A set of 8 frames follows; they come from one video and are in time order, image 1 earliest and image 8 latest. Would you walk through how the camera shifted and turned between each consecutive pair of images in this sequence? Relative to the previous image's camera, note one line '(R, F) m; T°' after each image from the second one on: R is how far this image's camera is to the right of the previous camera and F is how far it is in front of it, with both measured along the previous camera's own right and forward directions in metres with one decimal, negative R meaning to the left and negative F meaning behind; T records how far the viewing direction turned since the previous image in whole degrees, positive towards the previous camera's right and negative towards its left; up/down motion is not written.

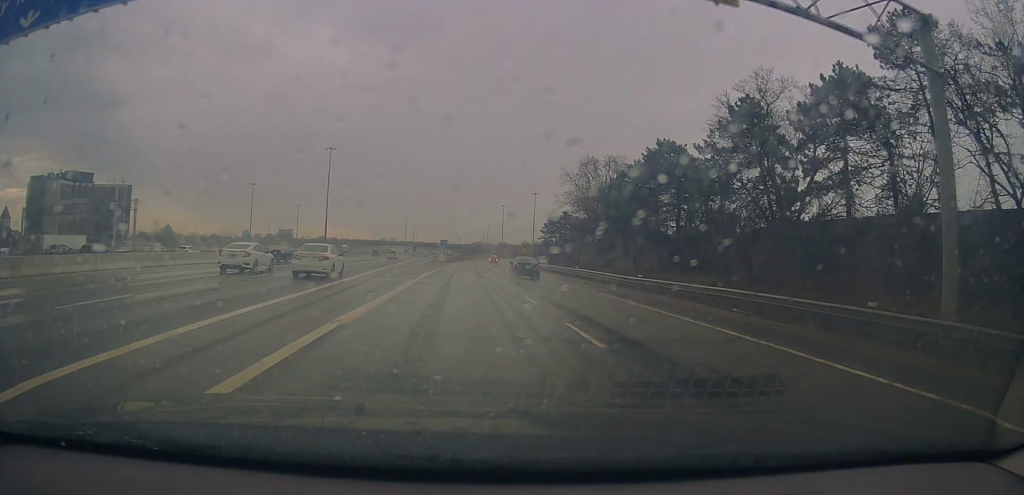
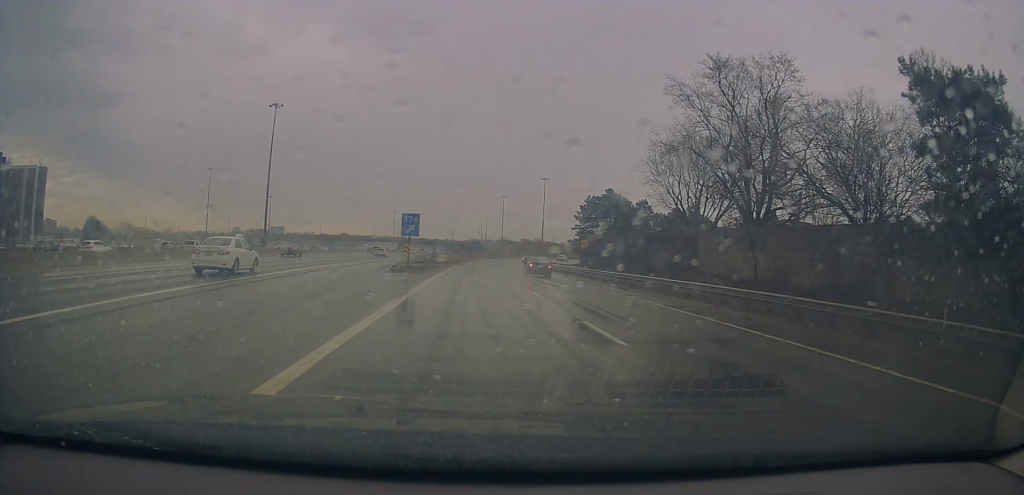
(+1.1, +56.2) m; +2°
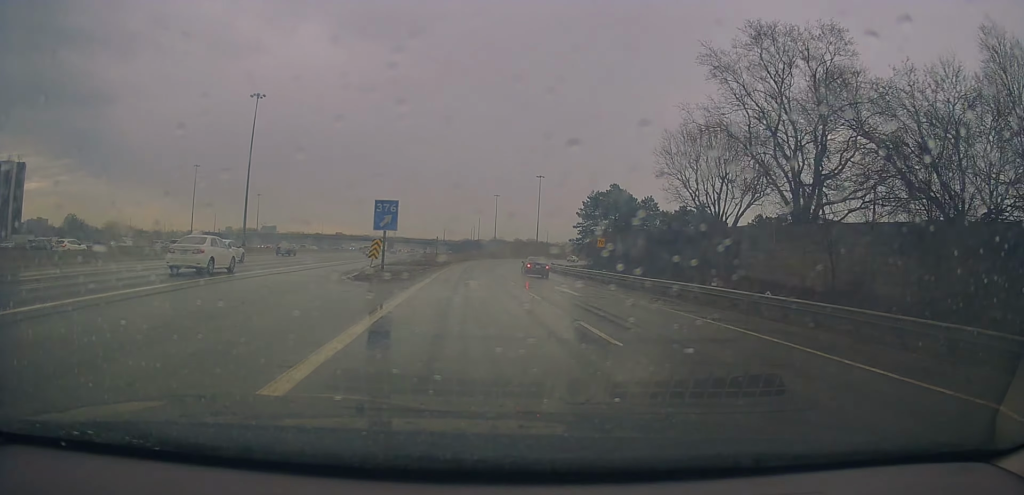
(-0.2, +9.3) m; 0°
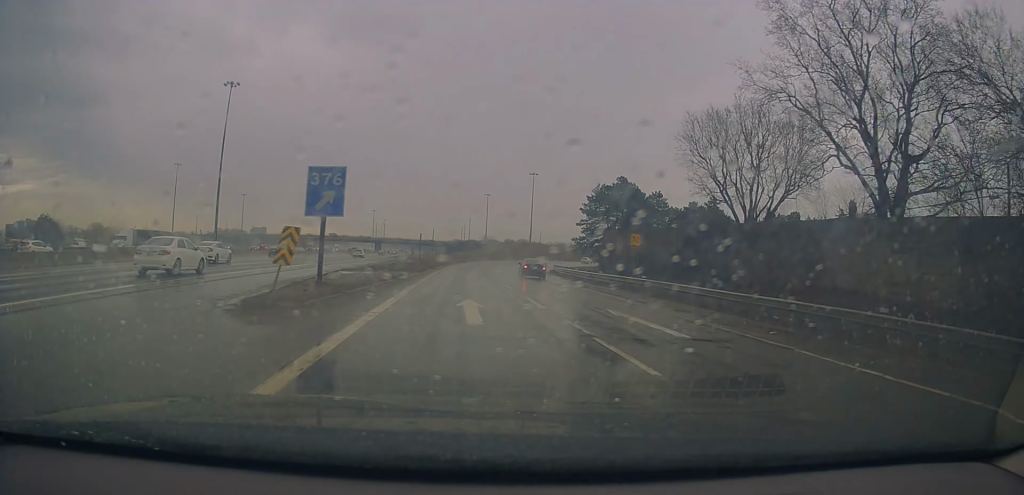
(+0.1, +11.2) m; +1°
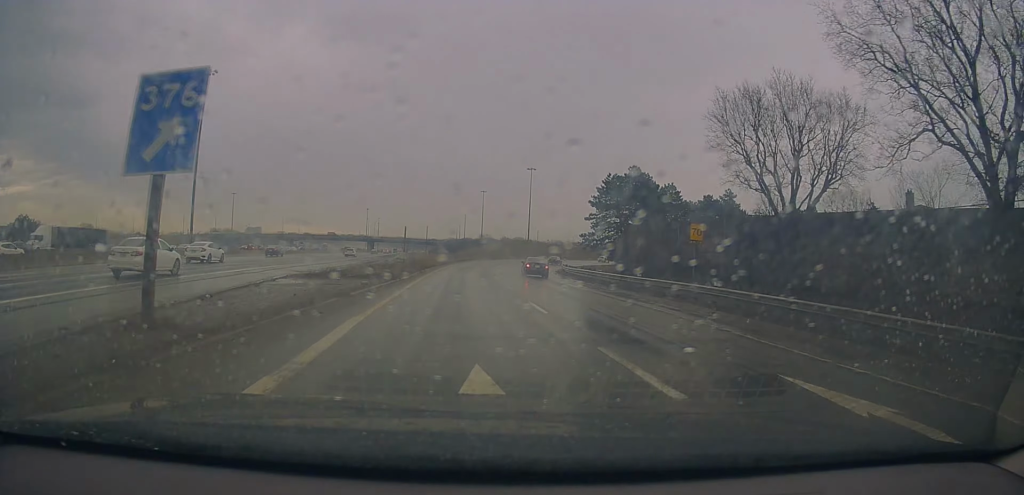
(+0.2, +9.8) m; +1°
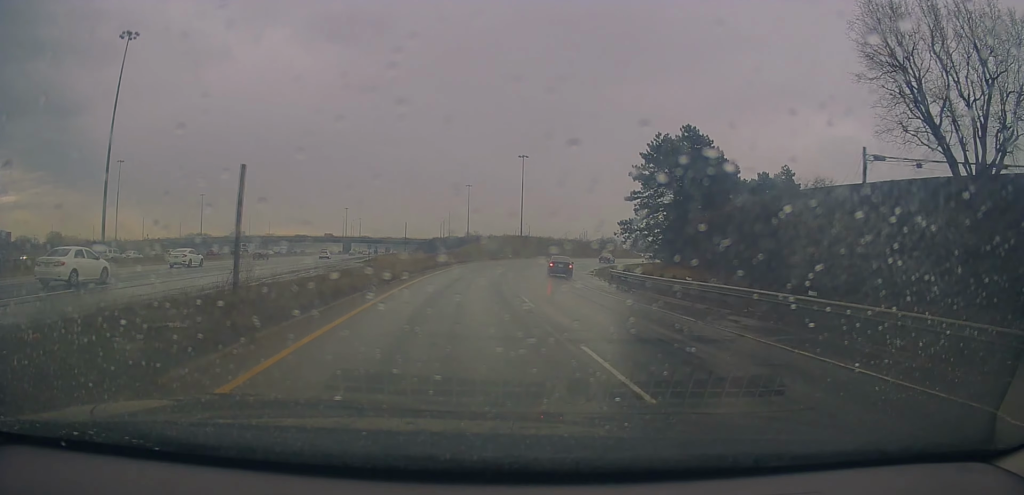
(+0.3, +26.4) m; +2°
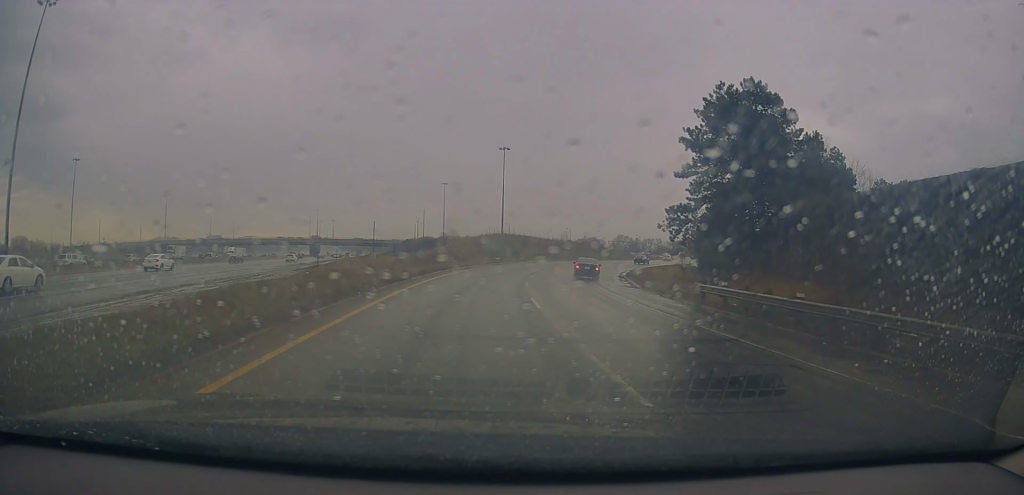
(+0.5, +18.5) m; +2°
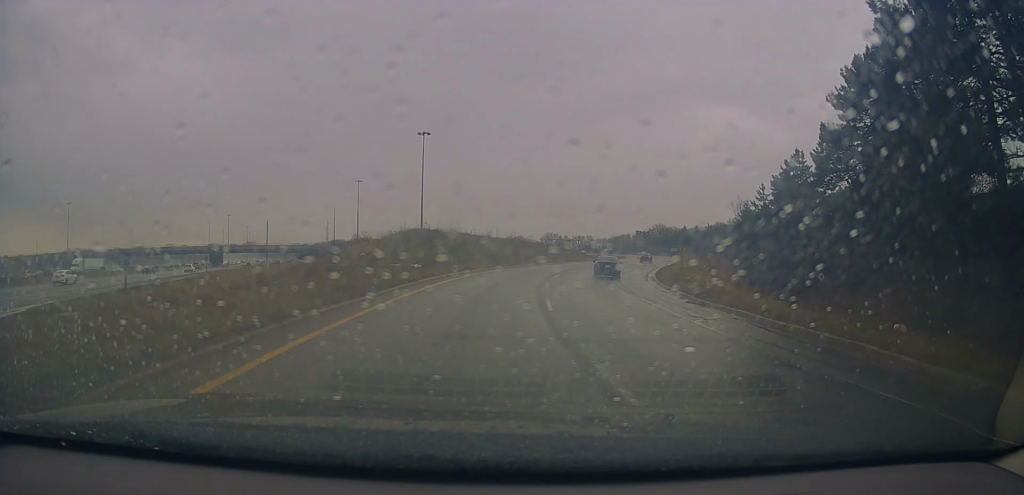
(+1.0, +28.4) m; +7°
